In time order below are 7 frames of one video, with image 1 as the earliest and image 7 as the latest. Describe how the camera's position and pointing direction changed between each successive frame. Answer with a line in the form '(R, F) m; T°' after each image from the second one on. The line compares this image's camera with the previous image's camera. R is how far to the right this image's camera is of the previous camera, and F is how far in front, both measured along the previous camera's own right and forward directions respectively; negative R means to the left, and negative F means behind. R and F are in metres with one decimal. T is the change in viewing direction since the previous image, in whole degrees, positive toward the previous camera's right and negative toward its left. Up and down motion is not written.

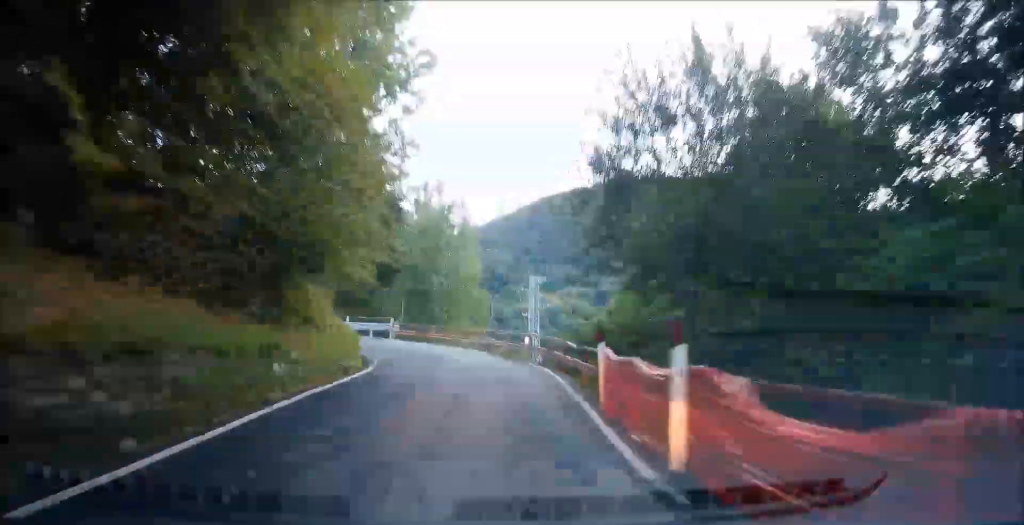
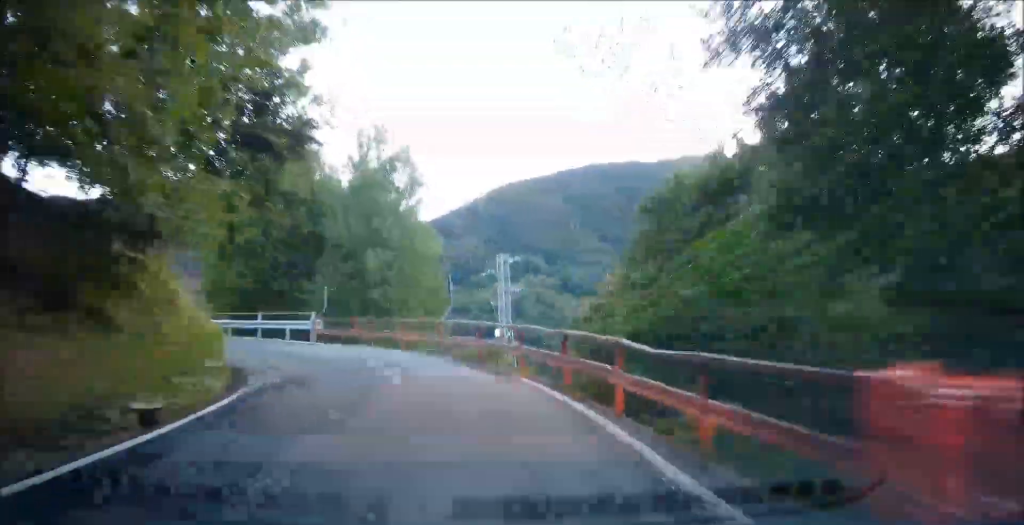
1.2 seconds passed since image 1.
(+0.2, +10.2) m; 0°
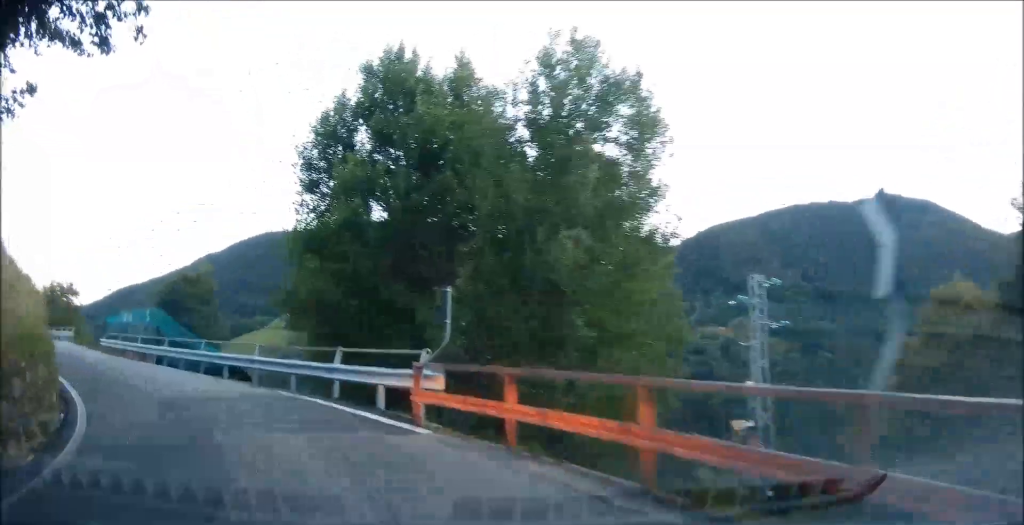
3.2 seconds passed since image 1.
(-2.3, +12.9) m; -23°
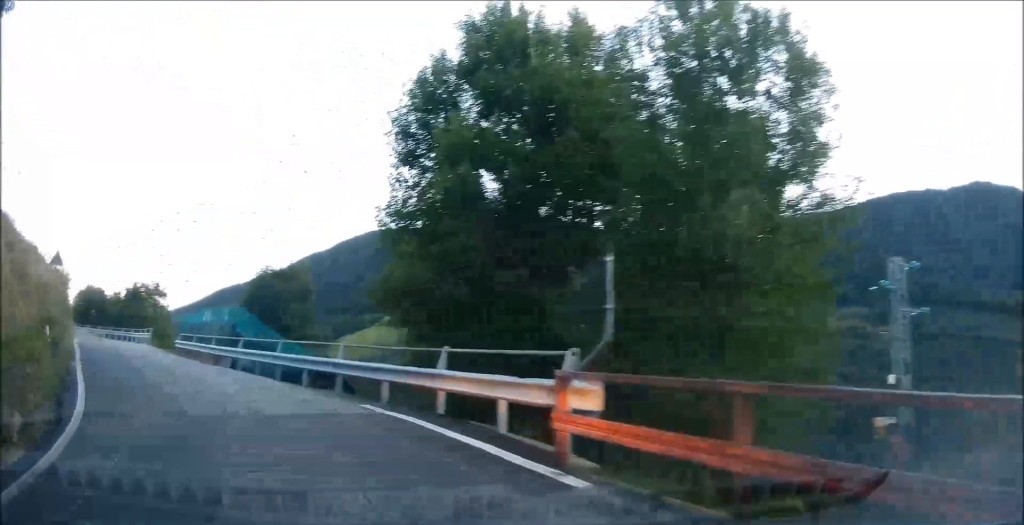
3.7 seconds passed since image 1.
(+0.1, +3.2) m; -5°
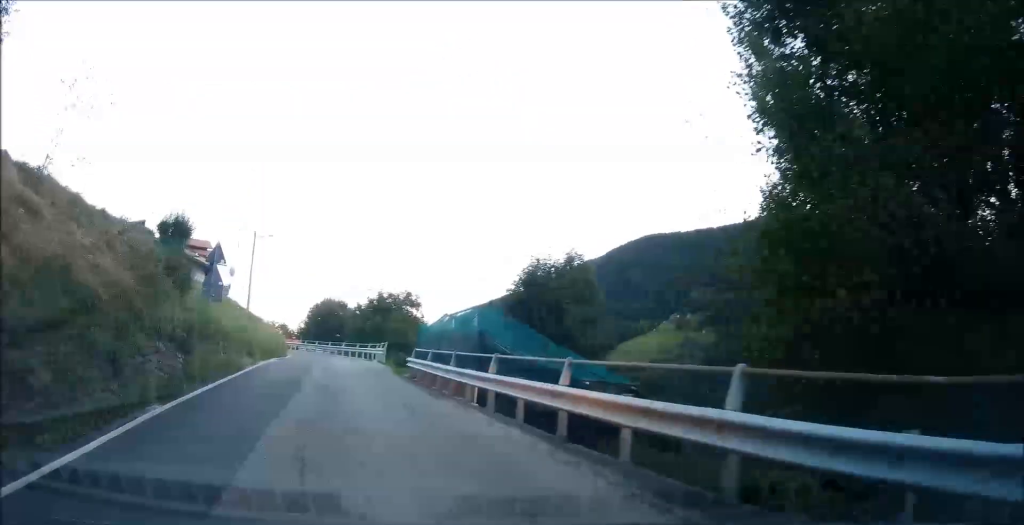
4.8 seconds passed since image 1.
(-0.9, +7.5) m; -15°
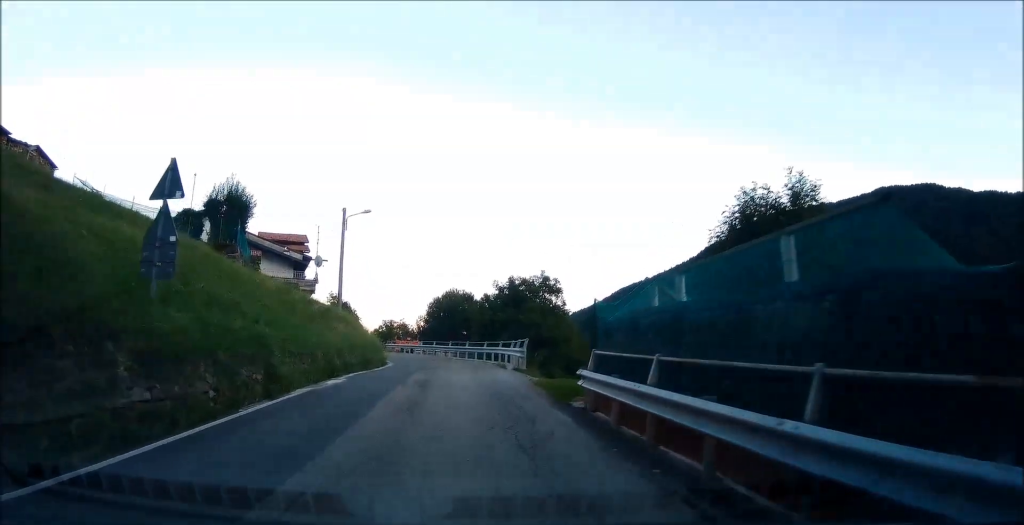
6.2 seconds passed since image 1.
(-1.4, +10.0) m; -14°
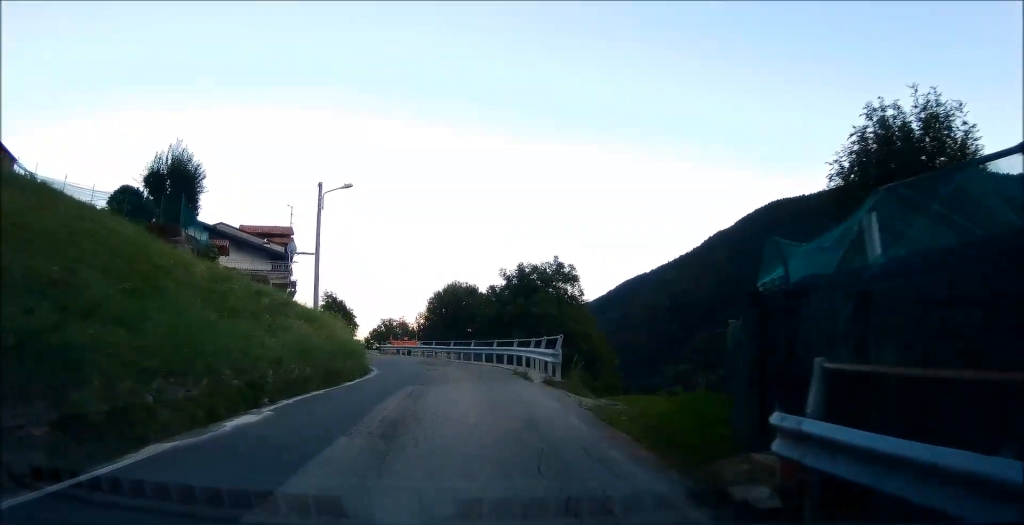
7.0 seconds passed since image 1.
(-0.4, +6.6) m; -4°
